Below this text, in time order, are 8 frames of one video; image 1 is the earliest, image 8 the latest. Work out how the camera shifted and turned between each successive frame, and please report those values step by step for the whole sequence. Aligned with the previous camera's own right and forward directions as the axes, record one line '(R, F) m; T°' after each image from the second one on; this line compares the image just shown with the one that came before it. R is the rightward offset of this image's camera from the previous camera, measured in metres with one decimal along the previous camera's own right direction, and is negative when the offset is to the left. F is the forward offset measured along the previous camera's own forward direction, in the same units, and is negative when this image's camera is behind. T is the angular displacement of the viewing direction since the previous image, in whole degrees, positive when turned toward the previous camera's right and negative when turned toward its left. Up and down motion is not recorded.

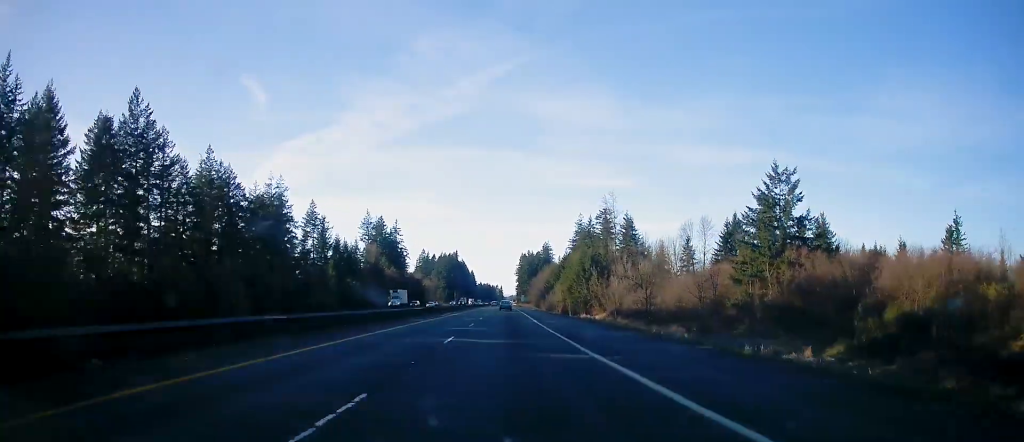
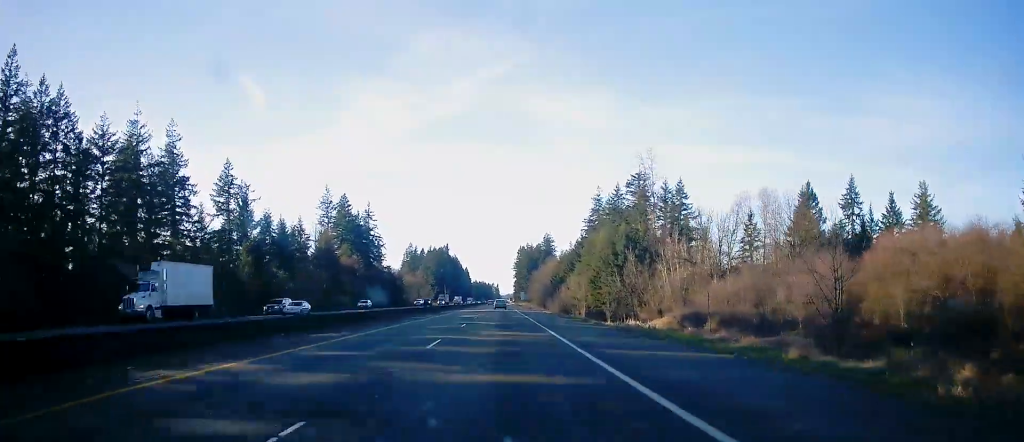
(+0.4, +51.0) m; 0°
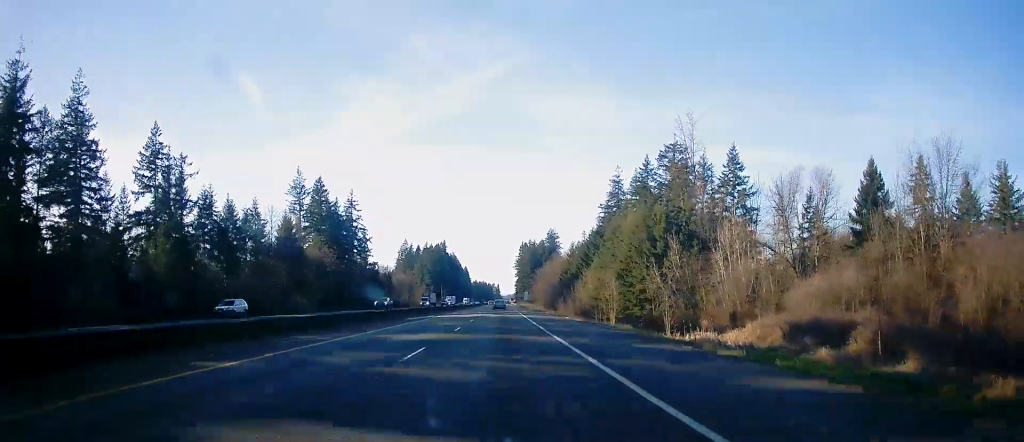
(-0.5, +27.8) m; 0°
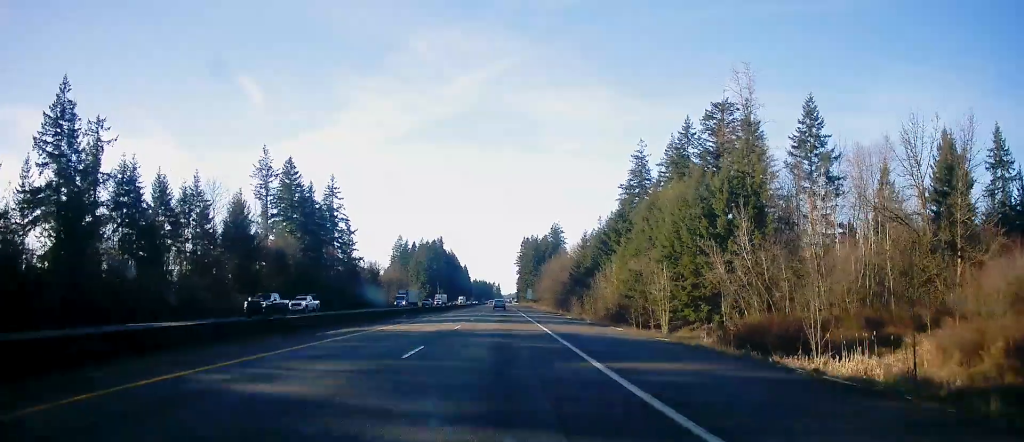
(+0.2, +24.4) m; 0°
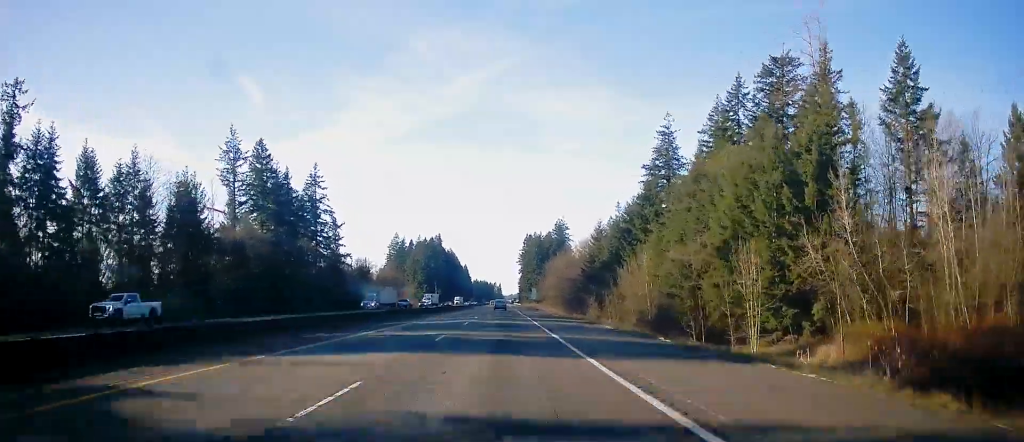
(+0.2, +18.9) m; 0°
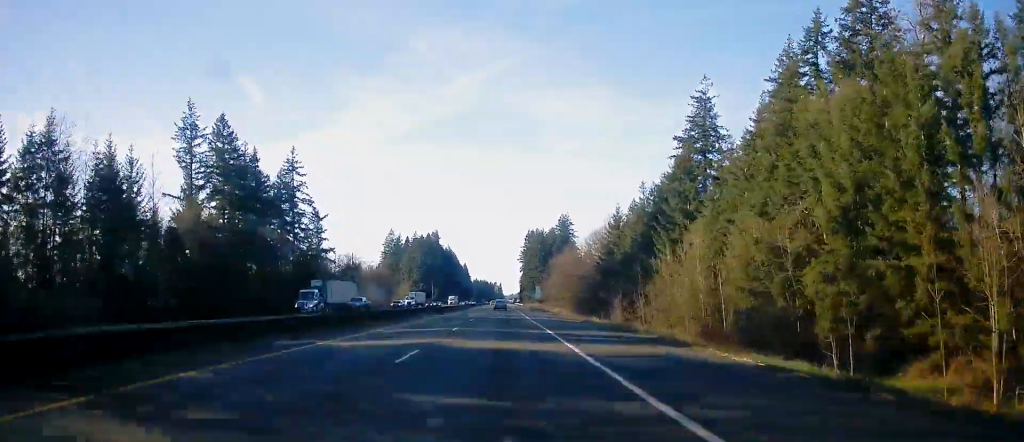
(-0.2, +18.9) m; 0°
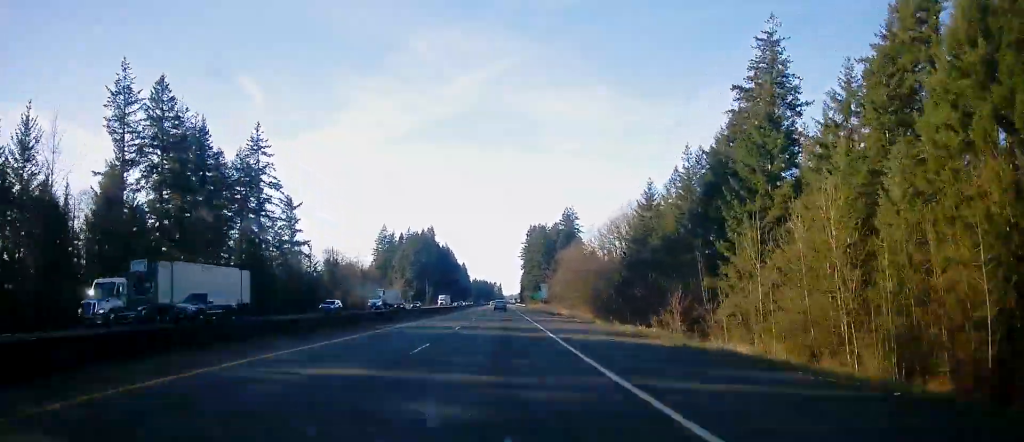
(-0.1, +22.3) m; 0°
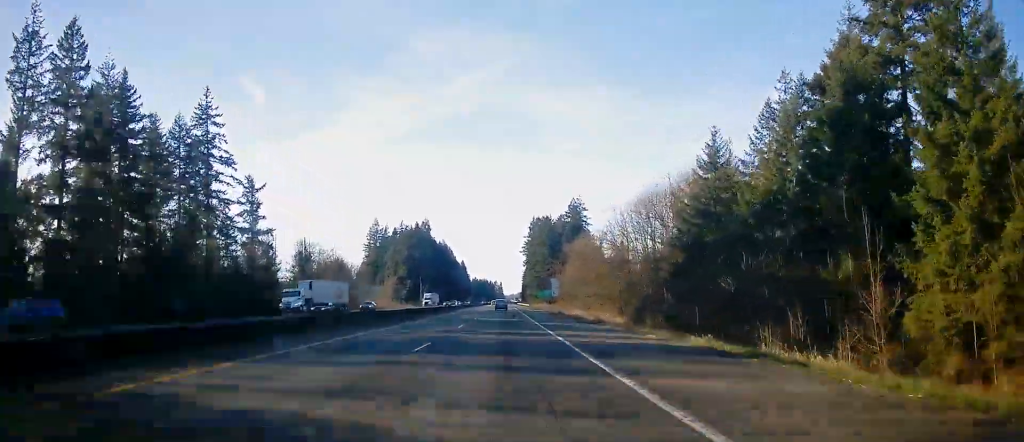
(0.0, +24.5) m; 0°
